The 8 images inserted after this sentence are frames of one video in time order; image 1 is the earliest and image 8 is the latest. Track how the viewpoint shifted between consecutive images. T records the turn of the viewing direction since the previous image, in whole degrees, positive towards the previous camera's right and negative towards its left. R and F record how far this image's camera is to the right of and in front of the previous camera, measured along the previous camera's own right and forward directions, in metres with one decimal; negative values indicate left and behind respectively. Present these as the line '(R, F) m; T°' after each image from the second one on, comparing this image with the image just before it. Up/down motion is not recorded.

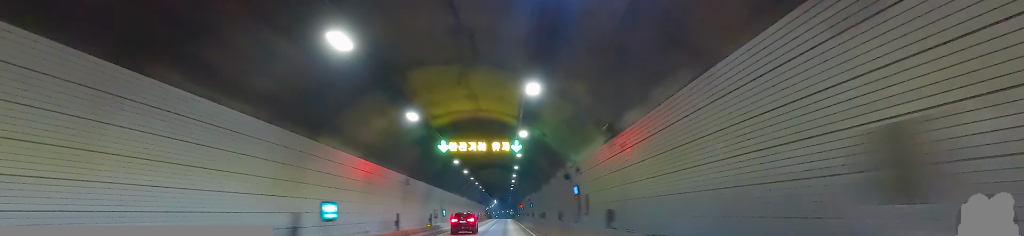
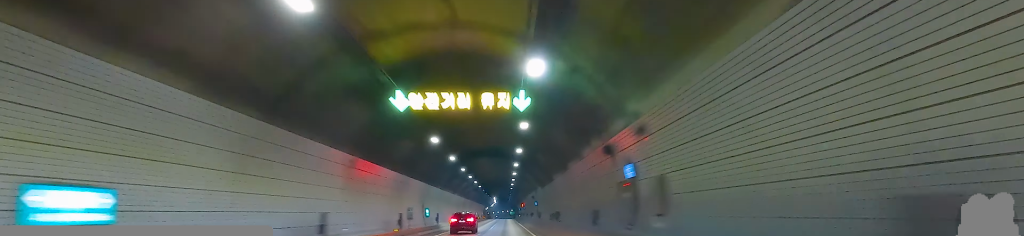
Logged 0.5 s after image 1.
(+0.3, +12.3) m; +1°
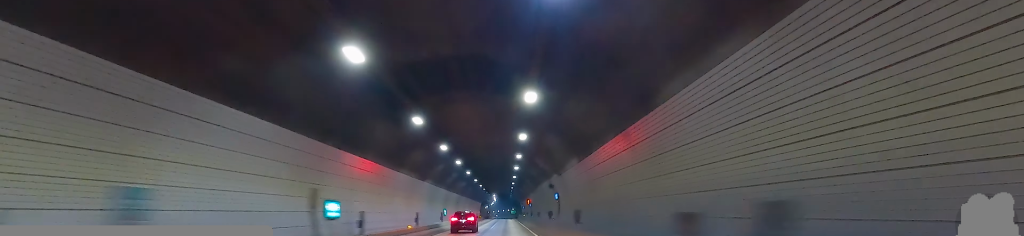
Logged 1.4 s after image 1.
(+0.6, +25.5) m; -1°
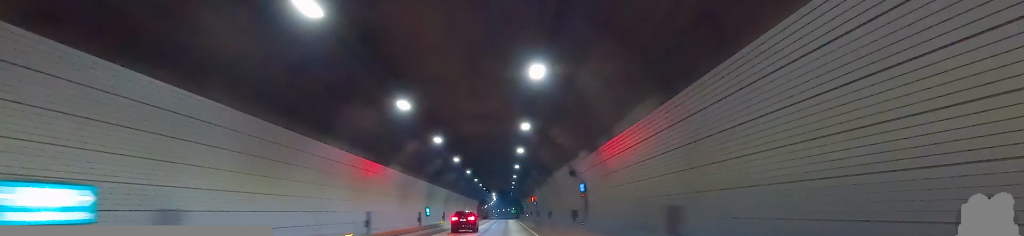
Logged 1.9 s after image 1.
(-0.4, +13.2) m; -2°
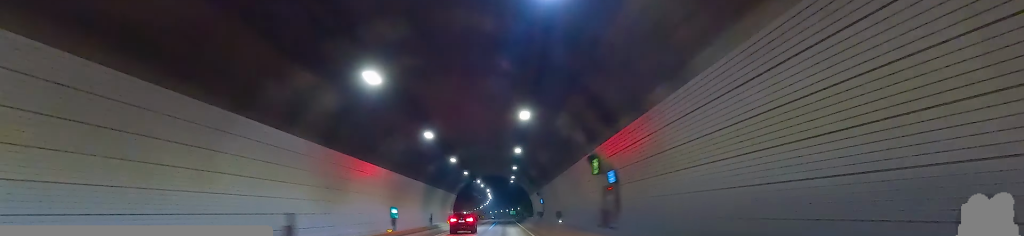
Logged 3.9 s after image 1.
(+1.1, +52.2) m; +3°
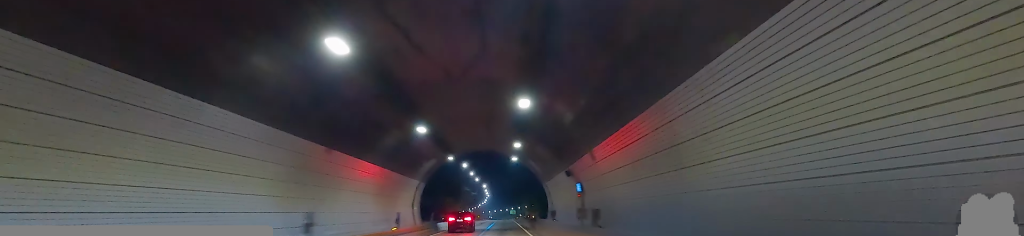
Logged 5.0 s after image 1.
(-0.5, +28.2) m; 0°
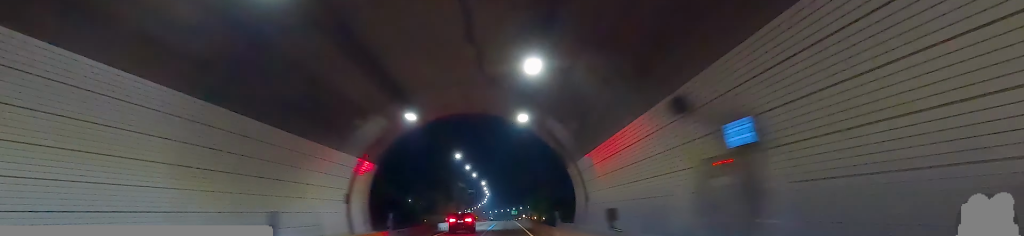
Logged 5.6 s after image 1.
(+0.4, +17.7) m; 0°
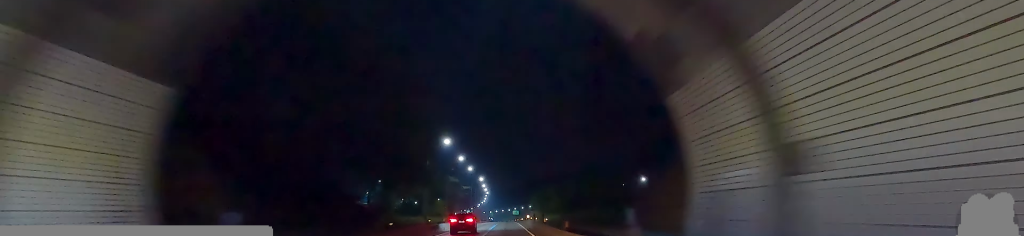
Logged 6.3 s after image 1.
(+0.5, +17.7) m; -1°
